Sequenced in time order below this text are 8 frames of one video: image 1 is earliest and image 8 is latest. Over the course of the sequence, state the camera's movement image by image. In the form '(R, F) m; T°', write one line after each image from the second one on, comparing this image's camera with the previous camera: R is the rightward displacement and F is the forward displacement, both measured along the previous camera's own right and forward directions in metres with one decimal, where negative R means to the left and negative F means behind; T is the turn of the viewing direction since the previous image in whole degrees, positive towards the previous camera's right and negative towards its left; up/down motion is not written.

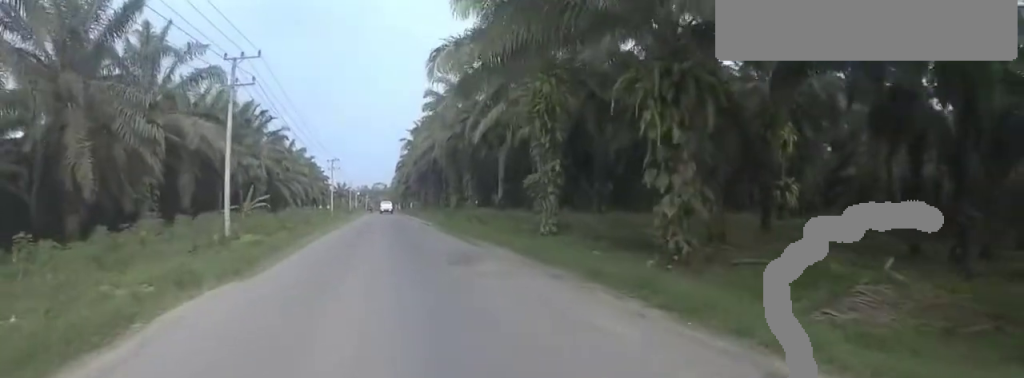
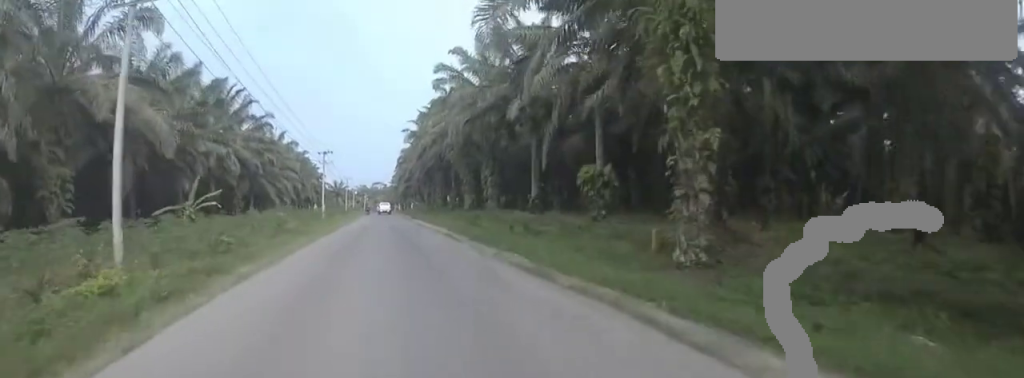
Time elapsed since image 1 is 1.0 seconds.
(-1.4, +10.9) m; 0°
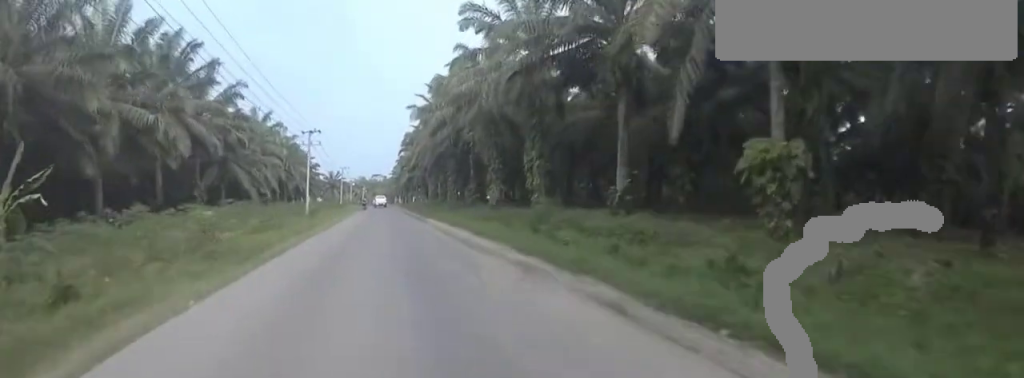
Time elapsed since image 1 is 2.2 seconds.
(+1.2, +13.2) m; 0°
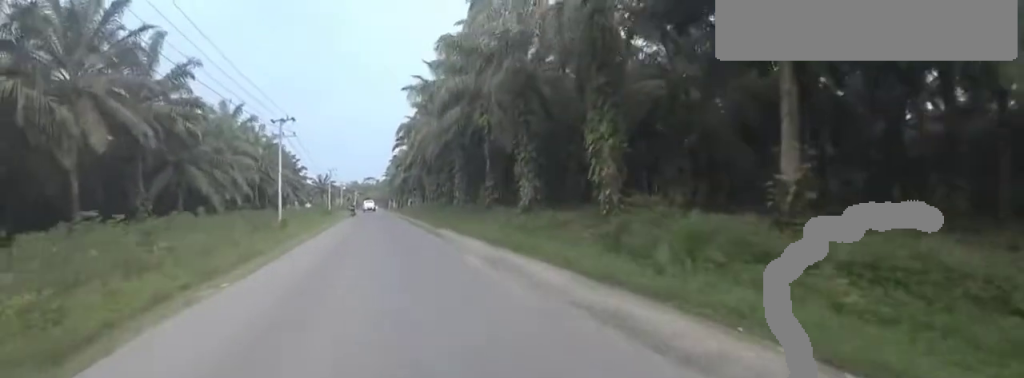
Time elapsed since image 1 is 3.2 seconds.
(-1.1, +10.9) m; 0°
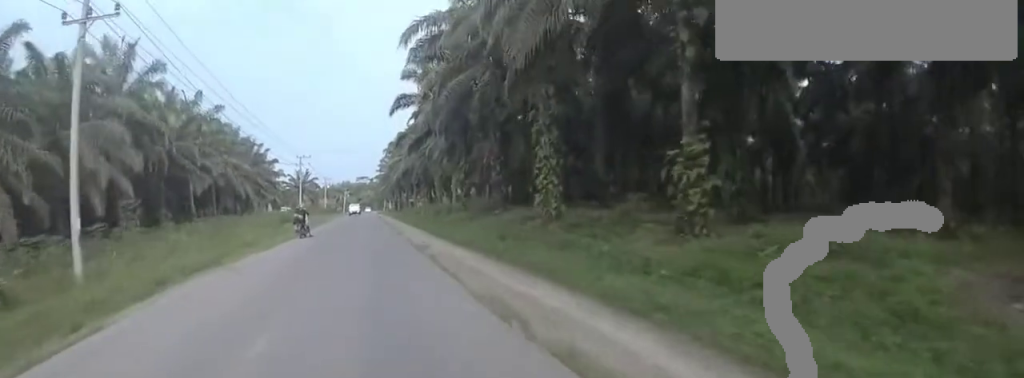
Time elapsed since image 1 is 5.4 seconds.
(+2.2, +27.5) m; 0°
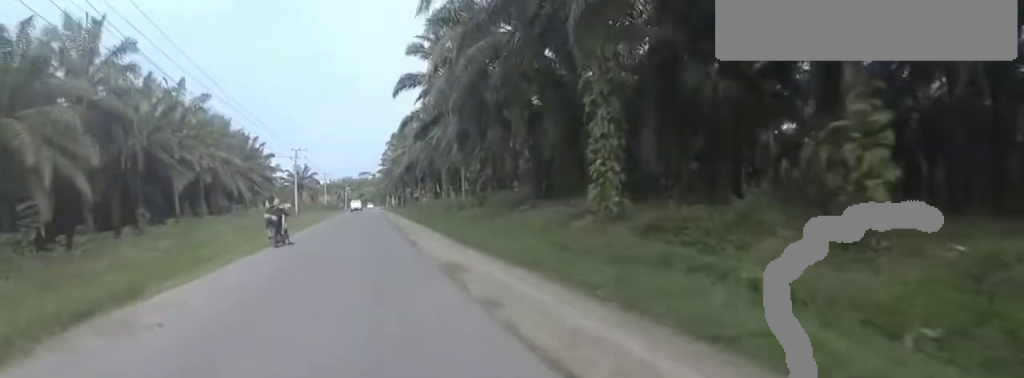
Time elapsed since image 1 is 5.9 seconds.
(-0.7, +5.6) m; -1°
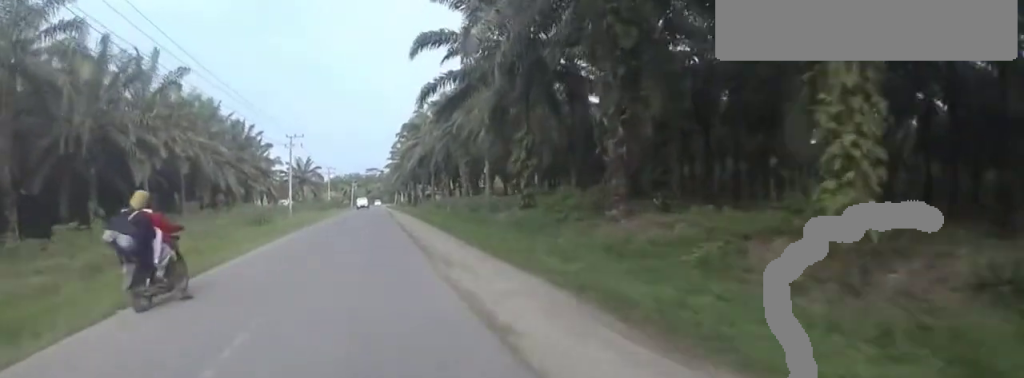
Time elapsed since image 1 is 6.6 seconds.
(+0.5, +9.4) m; 0°
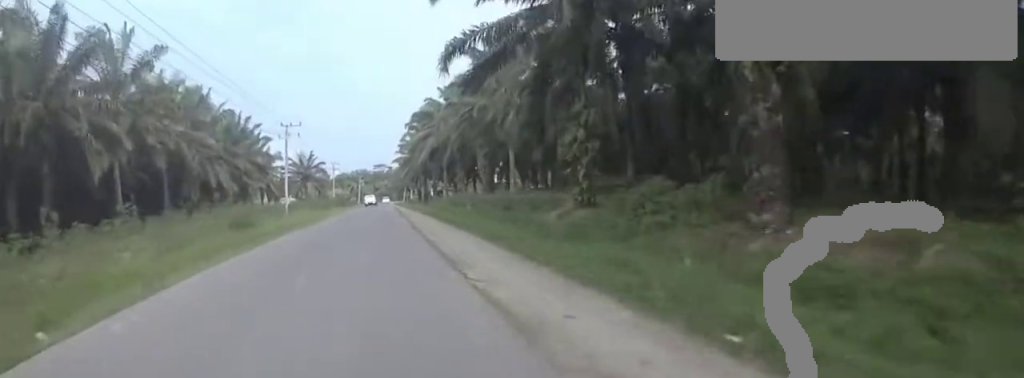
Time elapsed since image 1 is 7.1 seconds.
(+0.5, +6.8) m; 0°
